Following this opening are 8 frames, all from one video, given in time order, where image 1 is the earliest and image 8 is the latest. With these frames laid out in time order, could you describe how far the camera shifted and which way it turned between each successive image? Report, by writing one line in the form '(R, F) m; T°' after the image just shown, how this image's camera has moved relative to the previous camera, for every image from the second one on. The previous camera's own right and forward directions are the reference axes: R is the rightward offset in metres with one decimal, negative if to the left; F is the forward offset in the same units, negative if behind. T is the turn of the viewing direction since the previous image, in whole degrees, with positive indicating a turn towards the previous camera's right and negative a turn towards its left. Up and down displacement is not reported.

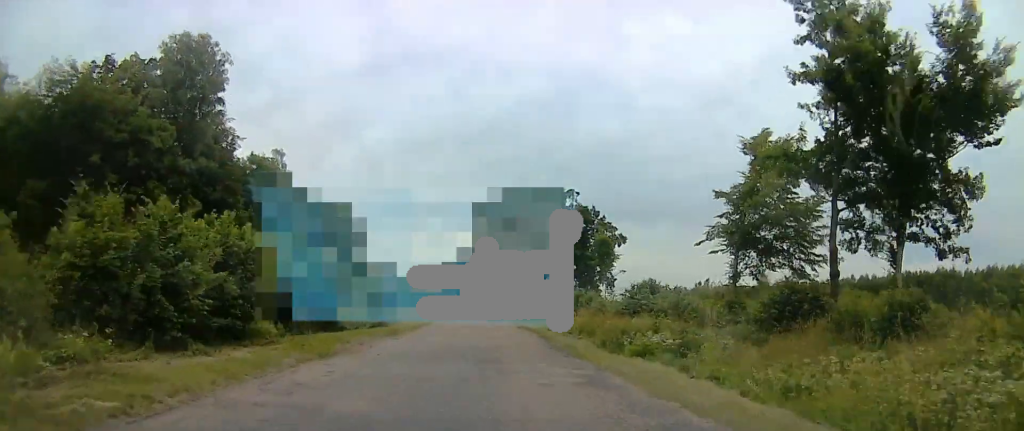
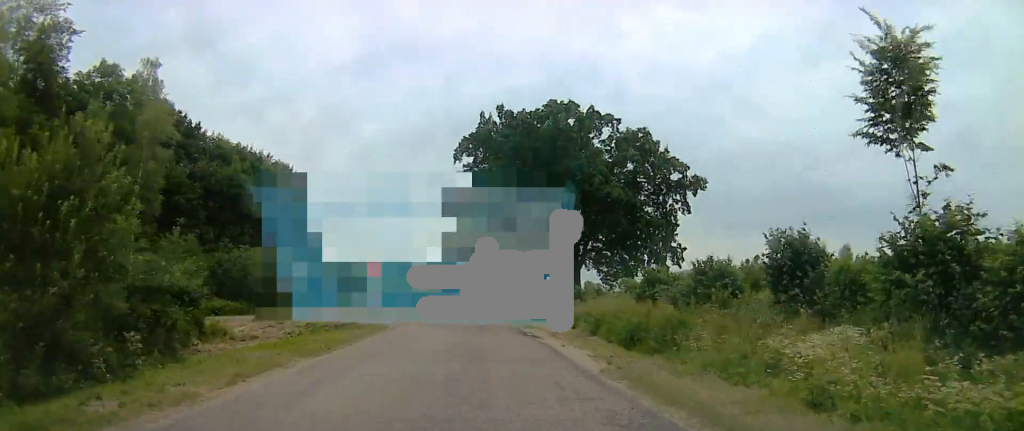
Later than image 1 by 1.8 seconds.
(-1.1, +36.1) m; -6°
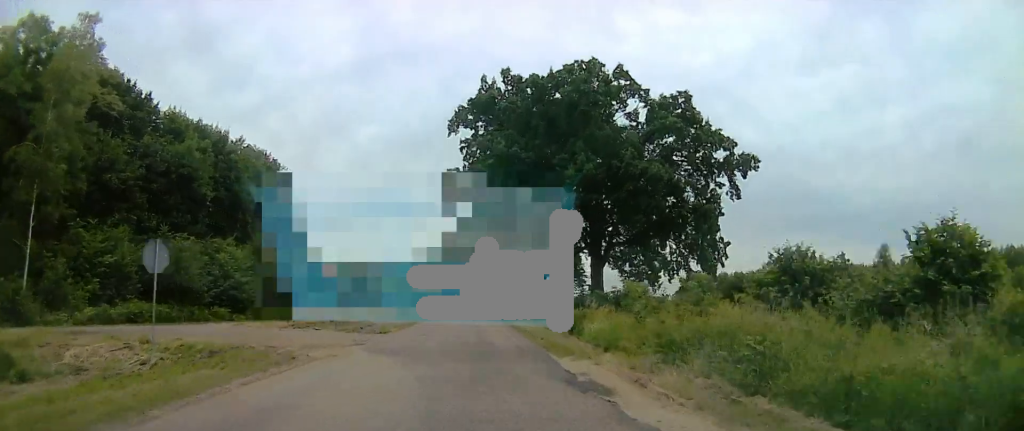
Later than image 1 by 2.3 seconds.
(-0.5, +13.6) m; -1°
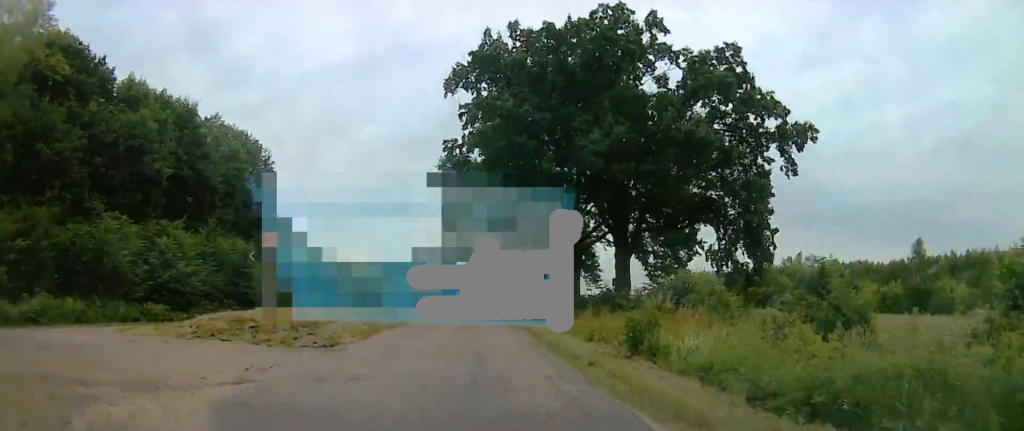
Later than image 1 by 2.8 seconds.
(+0.3, +10.3) m; +1°
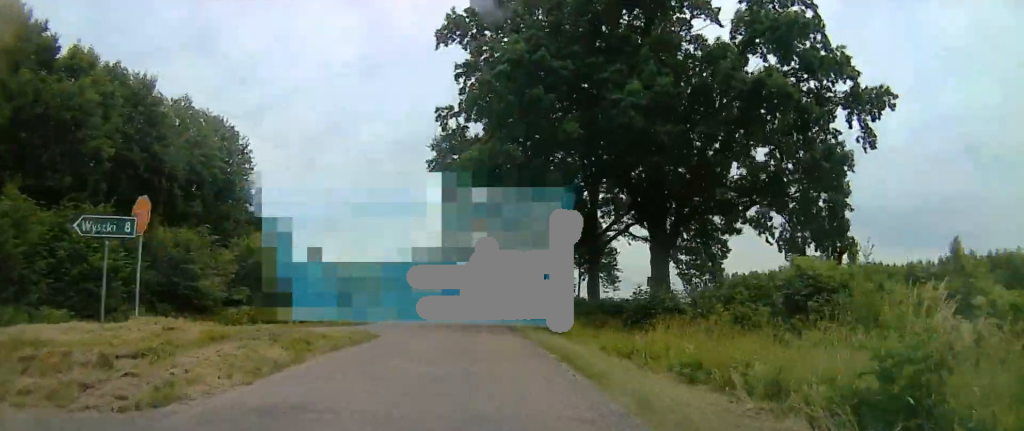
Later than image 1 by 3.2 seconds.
(+0.1, +10.3) m; +1°
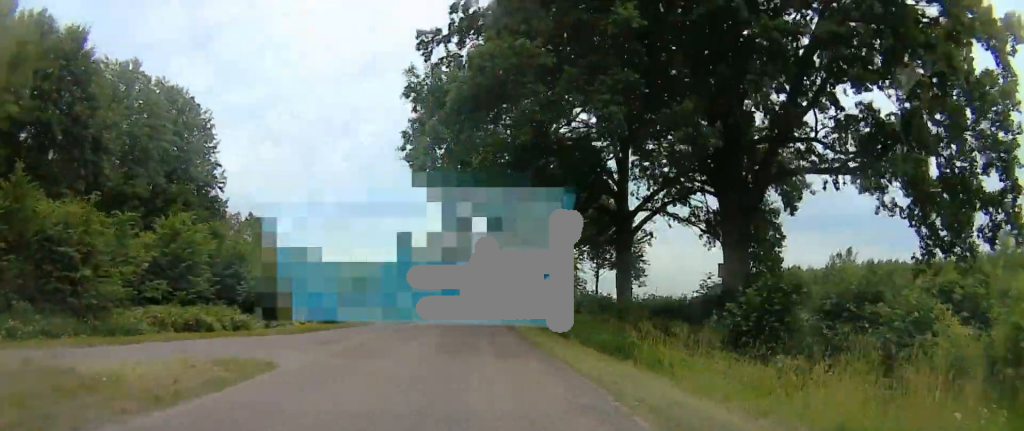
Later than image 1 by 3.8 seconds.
(+0.2, +13.2) m; +1°
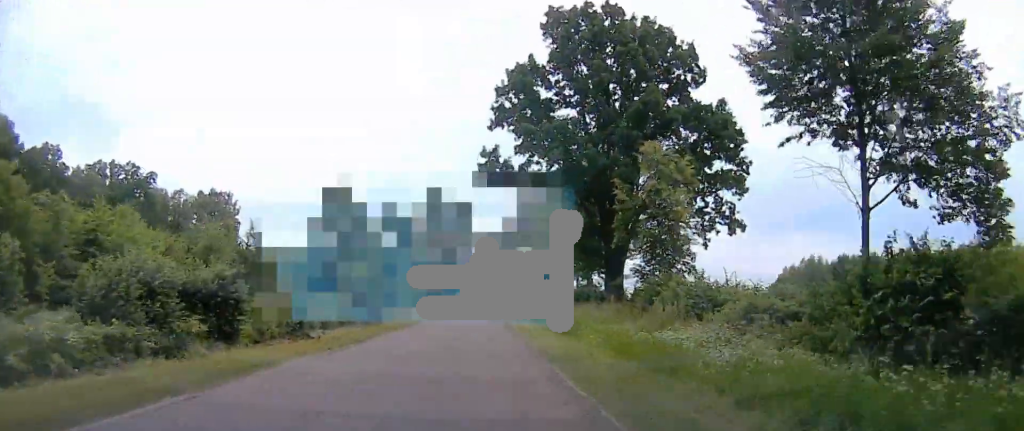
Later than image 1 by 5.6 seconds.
(+0.3, +42.6) m; 0°
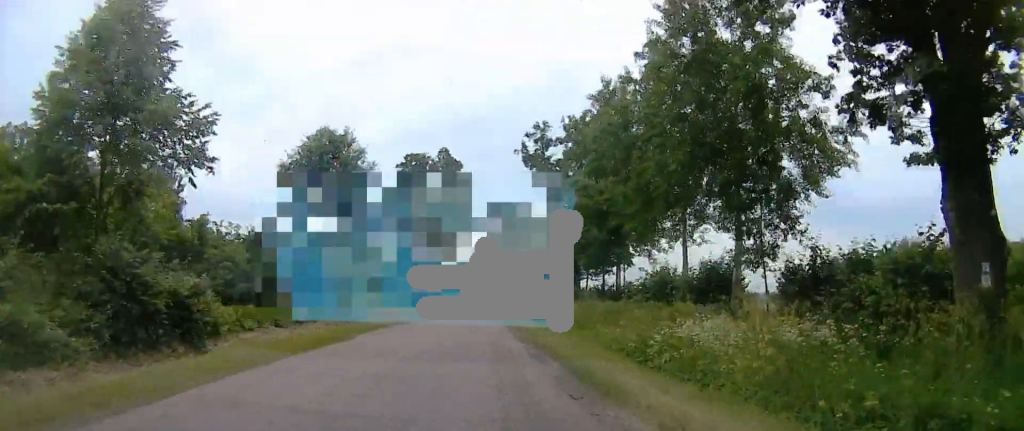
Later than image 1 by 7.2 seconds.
(0.0, +34.6) m; +9°
